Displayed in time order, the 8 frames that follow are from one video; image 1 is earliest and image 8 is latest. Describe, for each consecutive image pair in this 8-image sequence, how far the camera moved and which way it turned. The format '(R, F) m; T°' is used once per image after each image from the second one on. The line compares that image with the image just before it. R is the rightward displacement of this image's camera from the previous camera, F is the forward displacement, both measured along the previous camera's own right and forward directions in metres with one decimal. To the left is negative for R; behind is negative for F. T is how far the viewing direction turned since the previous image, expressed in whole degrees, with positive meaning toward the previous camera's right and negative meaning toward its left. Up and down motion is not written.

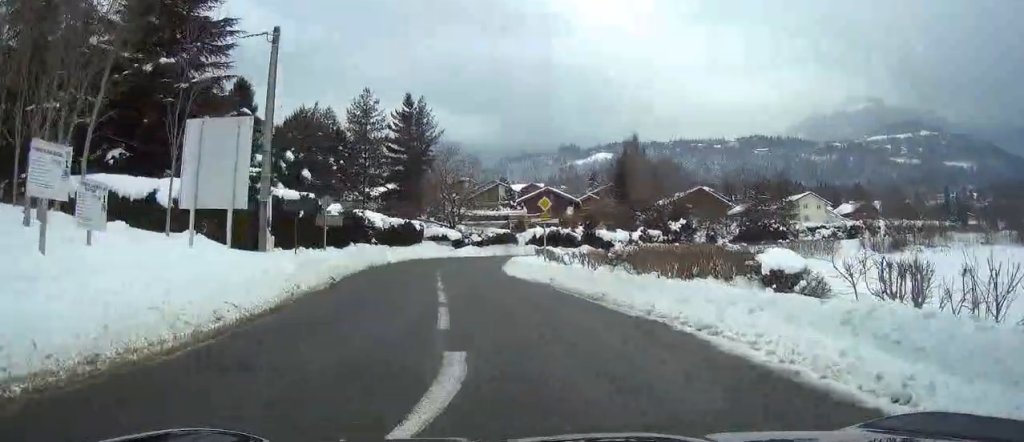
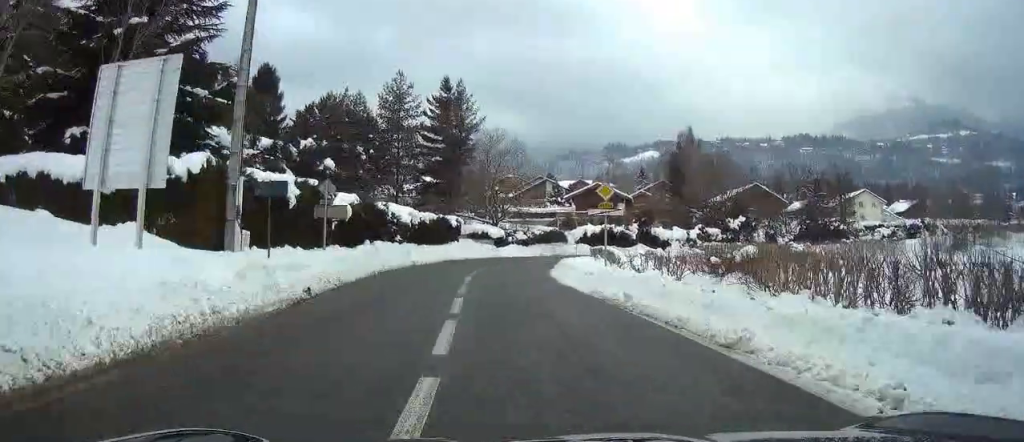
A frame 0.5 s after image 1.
(0.0, +5.2) m; 0°
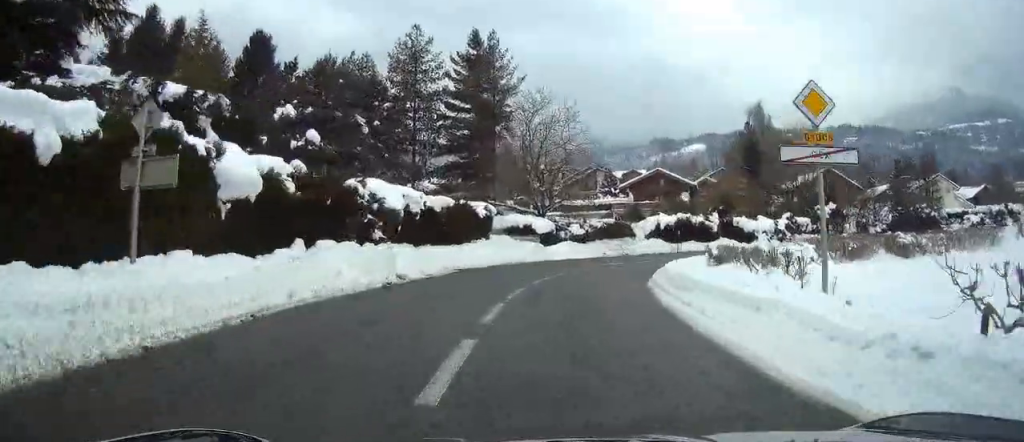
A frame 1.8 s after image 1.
(0.0, +12.5) m; 0°
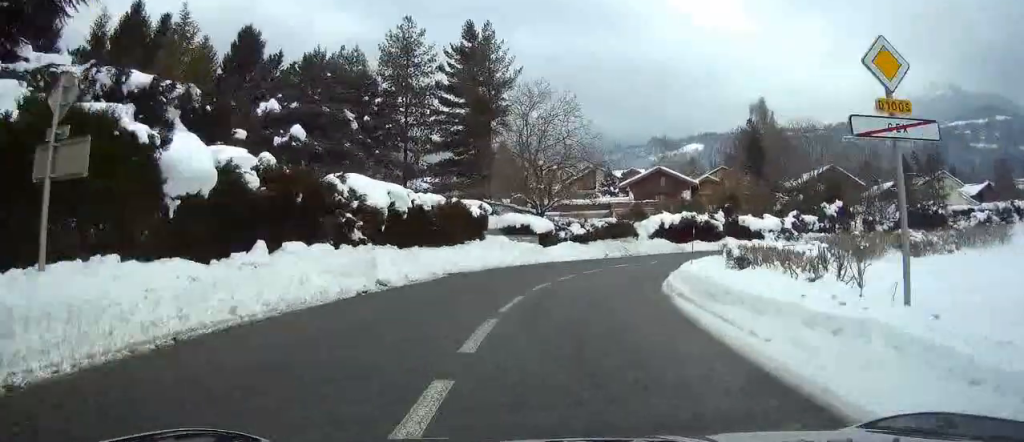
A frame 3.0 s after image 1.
(+0.1, +11.3) m; +2°
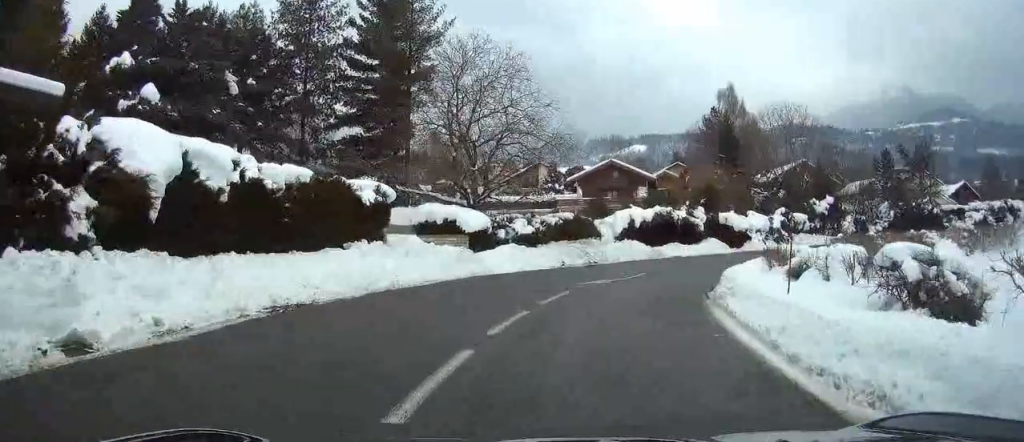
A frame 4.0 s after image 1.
(+0.3, +9.3) m; +4°
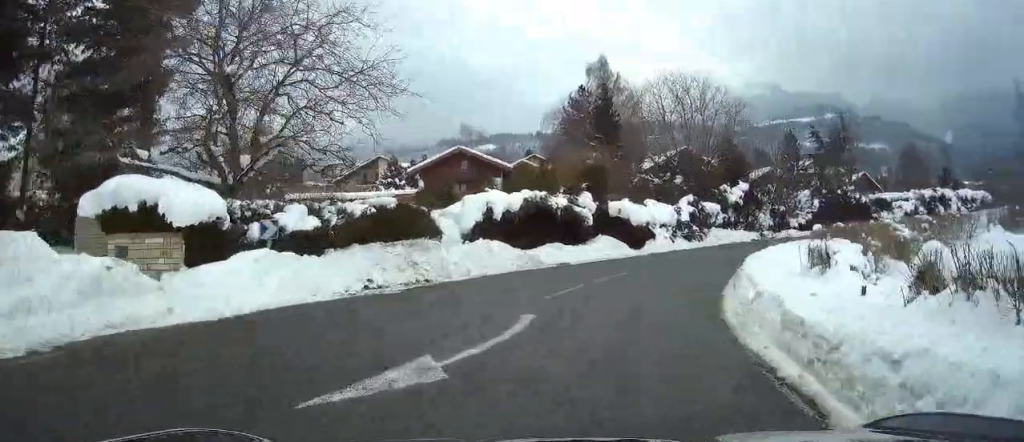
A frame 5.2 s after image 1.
(+0.5, +12.8) m; +2°
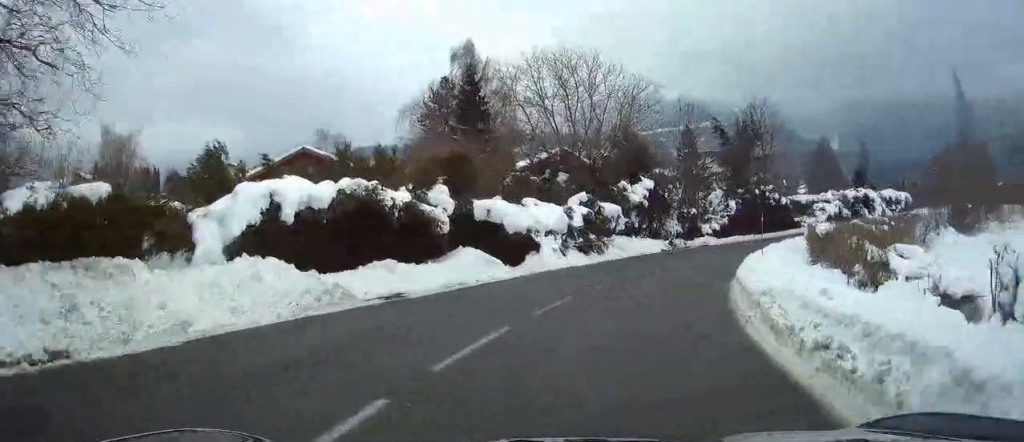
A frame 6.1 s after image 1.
(0.0, +9.8) m; +6°
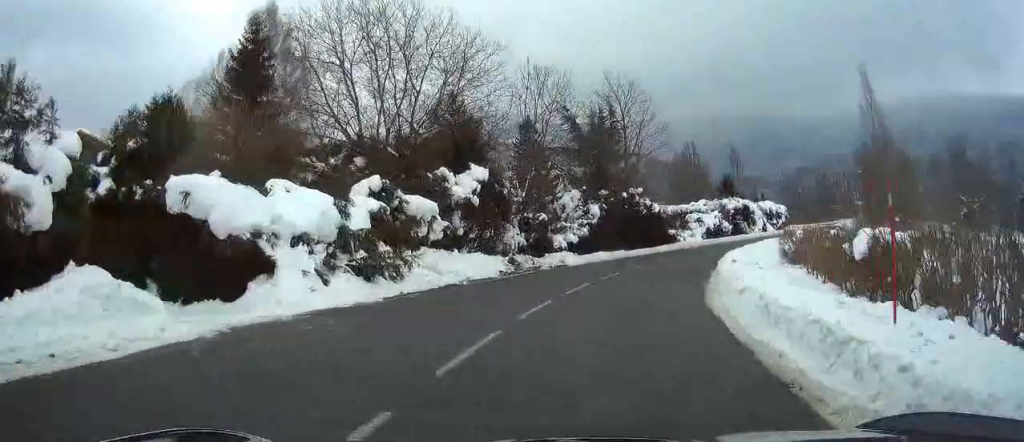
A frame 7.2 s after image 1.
(+1.5, +12.5) m; +16°
